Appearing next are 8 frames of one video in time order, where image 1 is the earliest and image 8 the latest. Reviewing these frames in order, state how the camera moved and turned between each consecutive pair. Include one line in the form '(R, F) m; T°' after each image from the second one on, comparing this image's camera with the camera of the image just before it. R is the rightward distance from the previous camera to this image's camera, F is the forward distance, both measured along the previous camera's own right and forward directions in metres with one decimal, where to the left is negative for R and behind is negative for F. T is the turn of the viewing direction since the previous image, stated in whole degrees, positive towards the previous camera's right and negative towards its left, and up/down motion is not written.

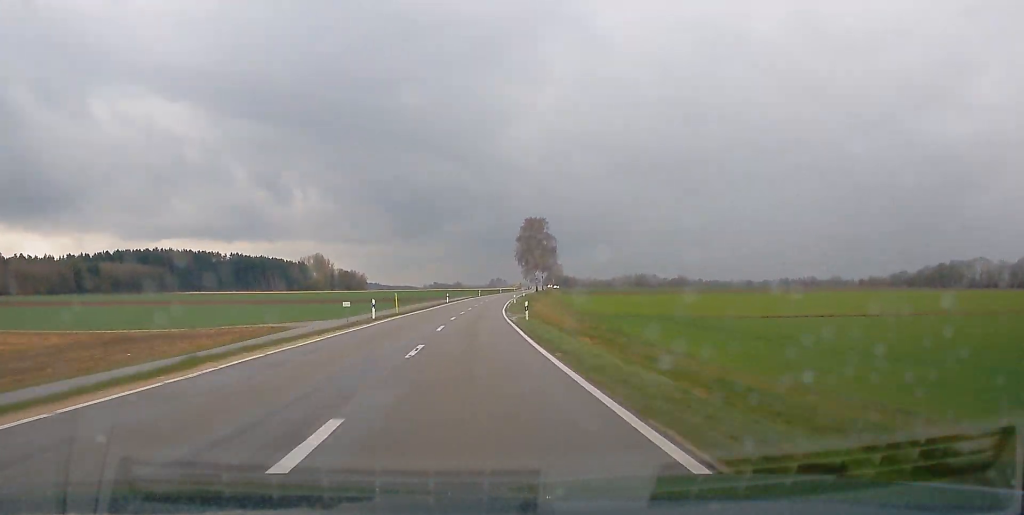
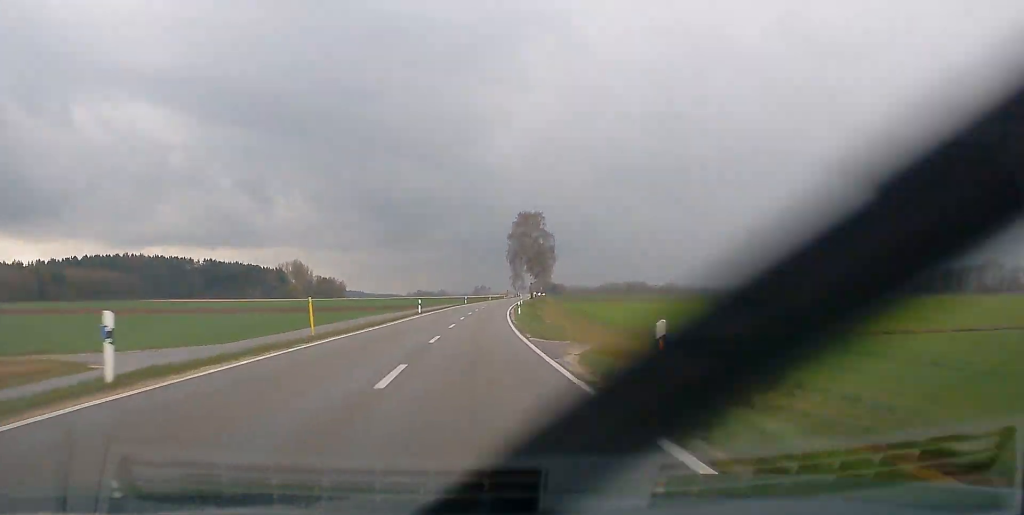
(-0.3, +29.2) m; +1°
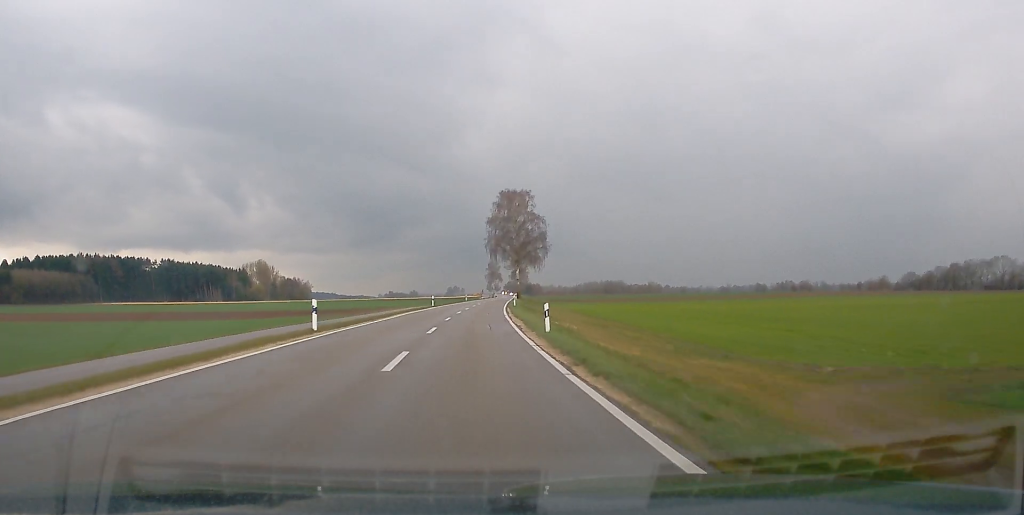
(+0.9, +35.3) m; +2°
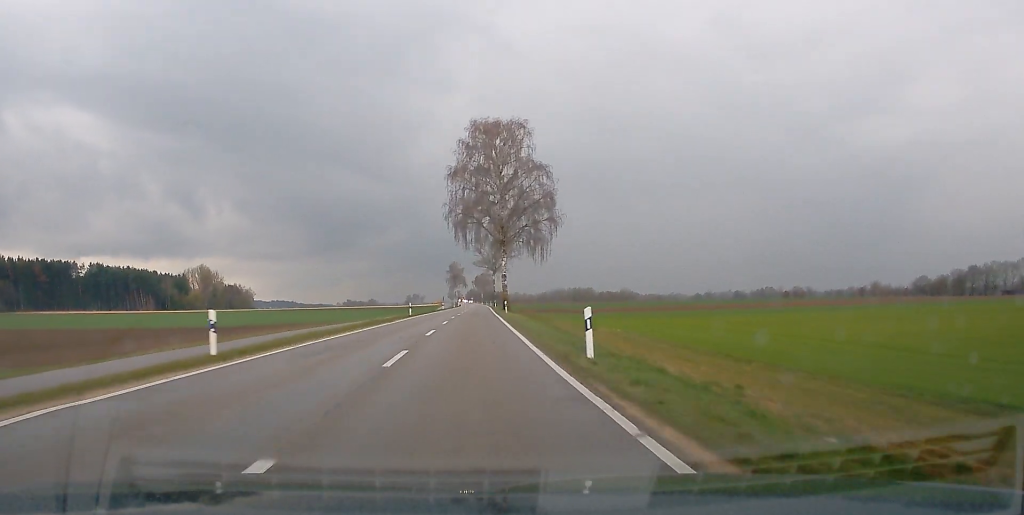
(+1.1, +59.1) m; +2°
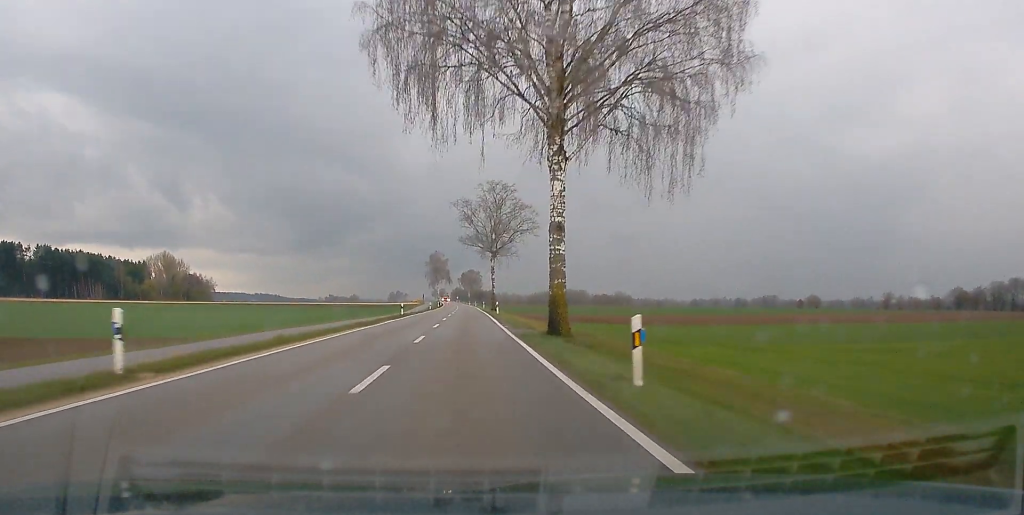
(+0.7, +50.1) m; +1°
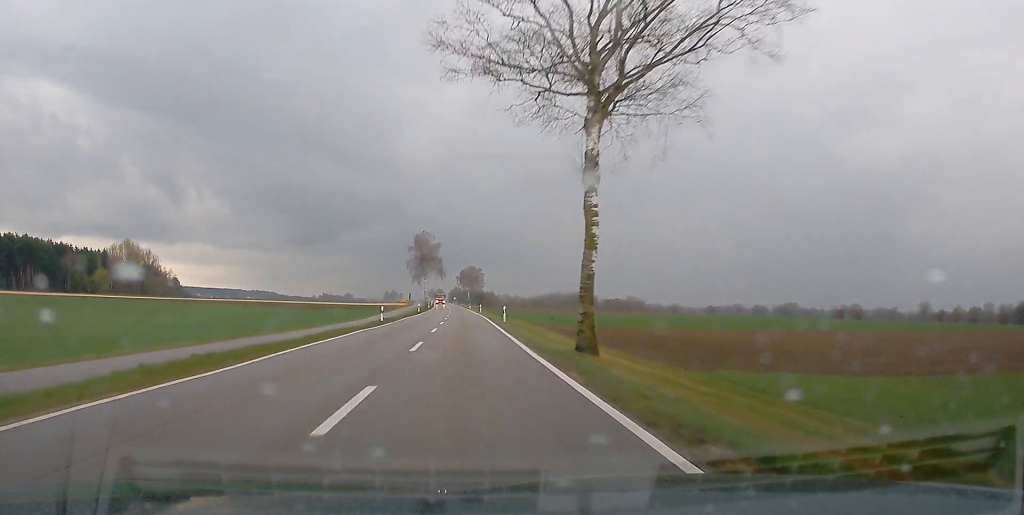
(+0.3, +61.2) m; 0°
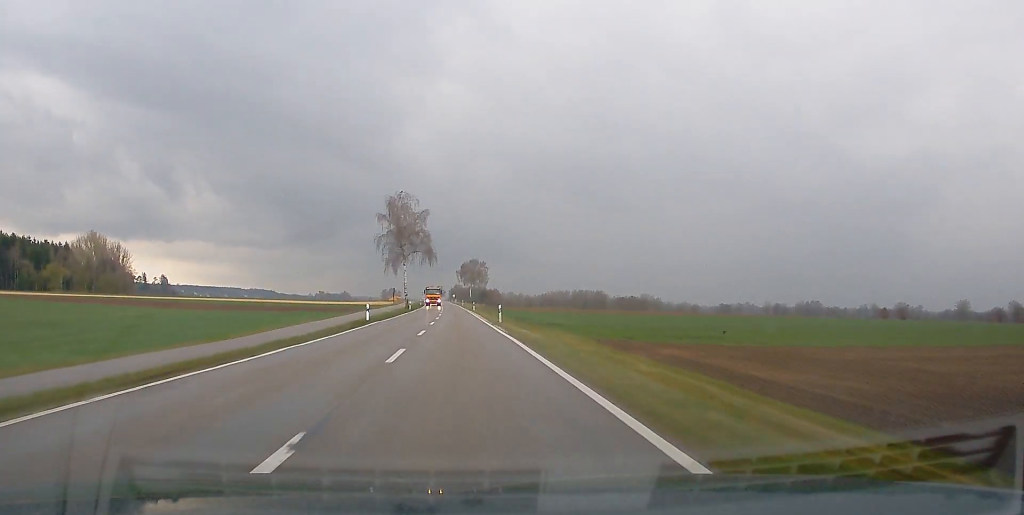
(-0.1, +52.9) m; 0°
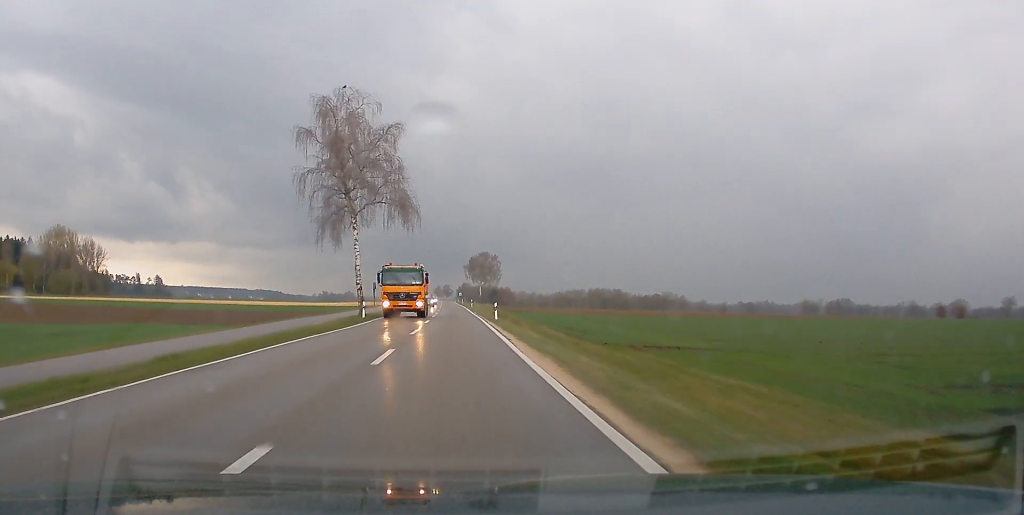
(+0.4, +49.0) m; -1°
